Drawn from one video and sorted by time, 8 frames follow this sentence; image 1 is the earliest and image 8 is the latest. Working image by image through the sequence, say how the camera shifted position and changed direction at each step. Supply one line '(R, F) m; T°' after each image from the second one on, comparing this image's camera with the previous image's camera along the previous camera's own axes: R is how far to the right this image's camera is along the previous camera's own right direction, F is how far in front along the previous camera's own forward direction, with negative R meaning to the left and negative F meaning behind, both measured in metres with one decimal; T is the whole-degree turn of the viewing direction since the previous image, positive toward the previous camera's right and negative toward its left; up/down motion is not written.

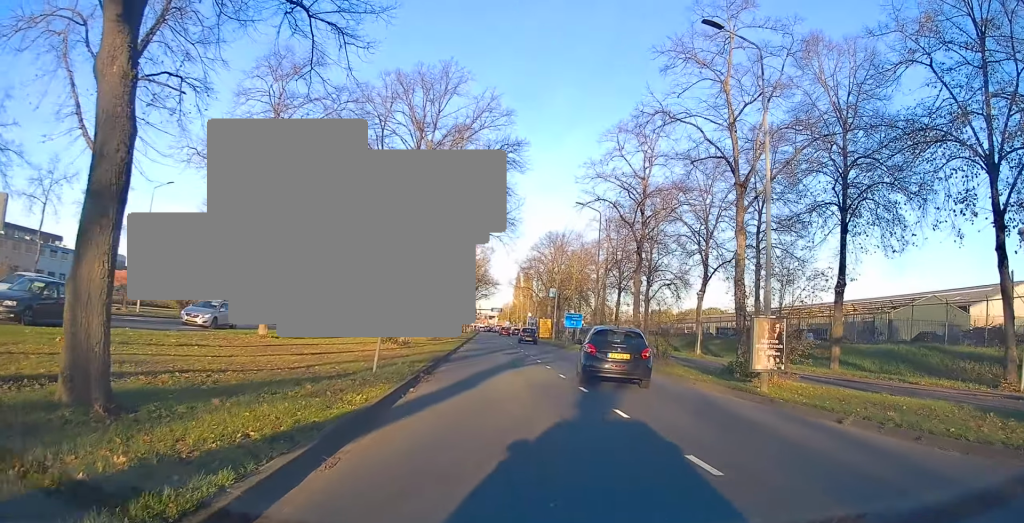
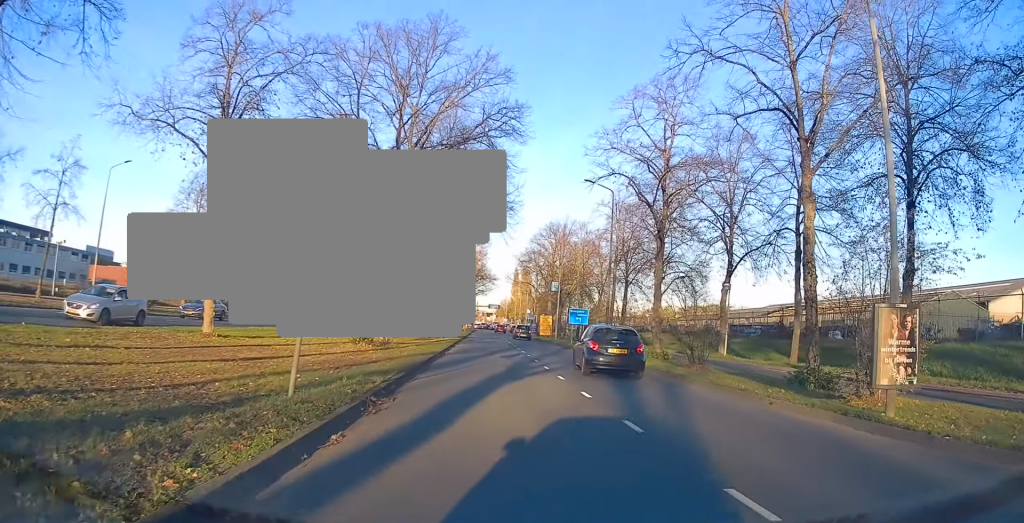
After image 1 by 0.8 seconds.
(+0.1, +4.4) m; +2°
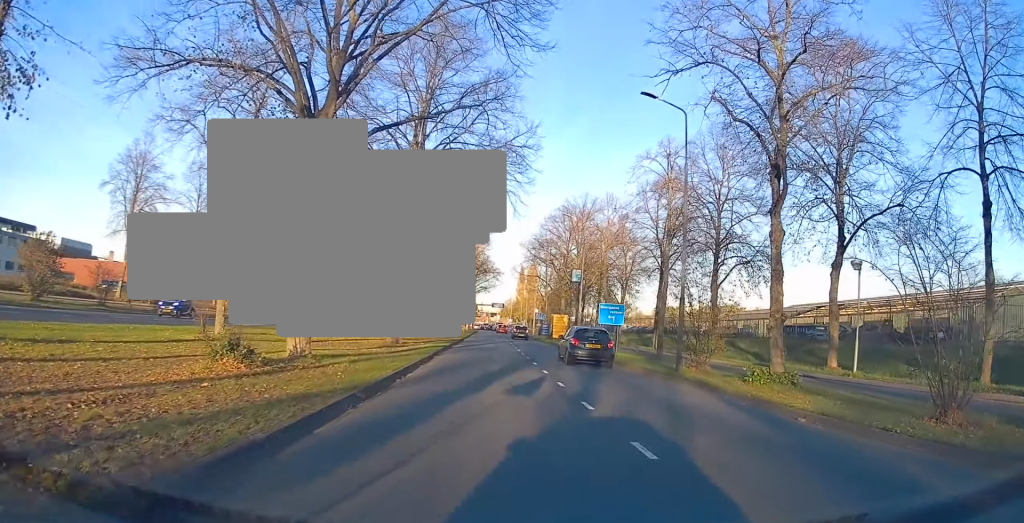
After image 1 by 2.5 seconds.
(0.0, +11.9) m; 0°
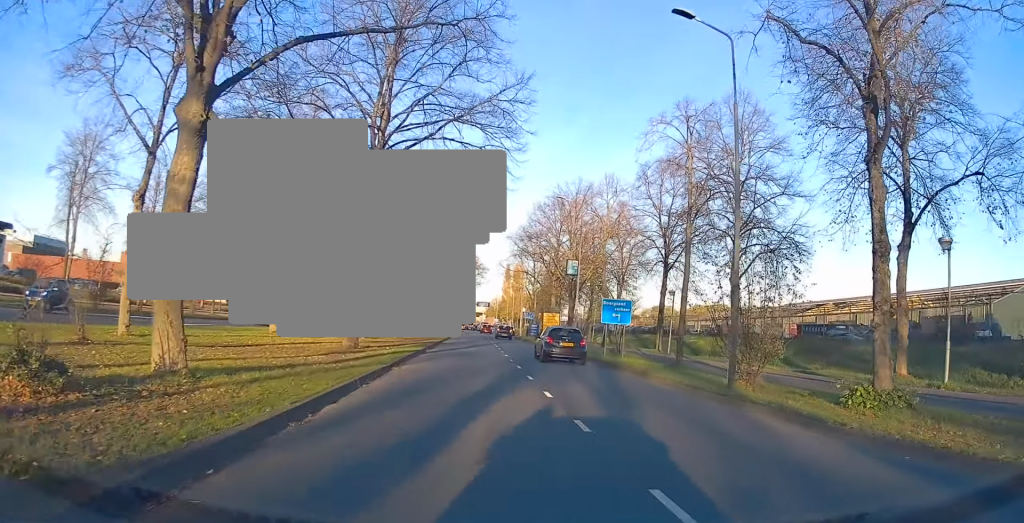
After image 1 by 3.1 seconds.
(0.0, +5.8) m; 0°
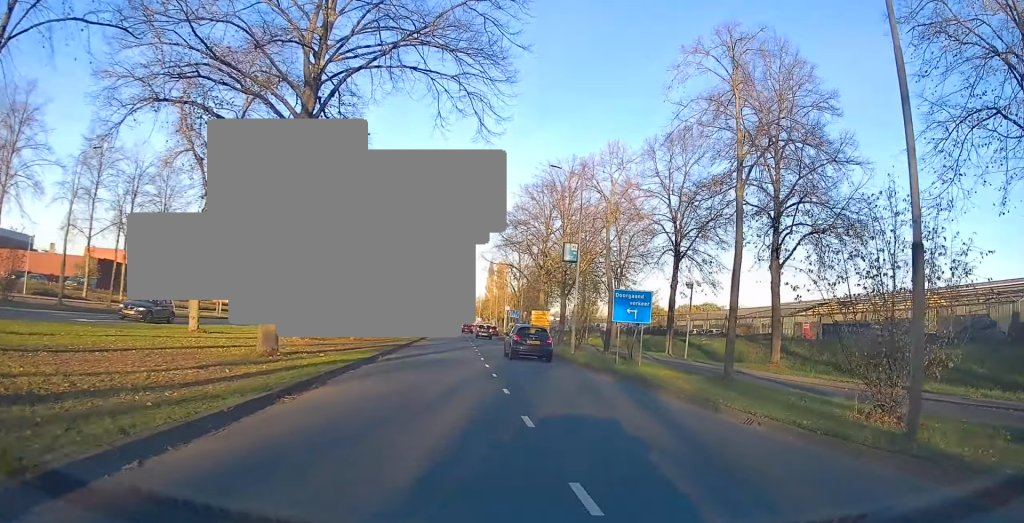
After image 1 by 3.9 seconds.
(0.0, +7.1) m; +1°
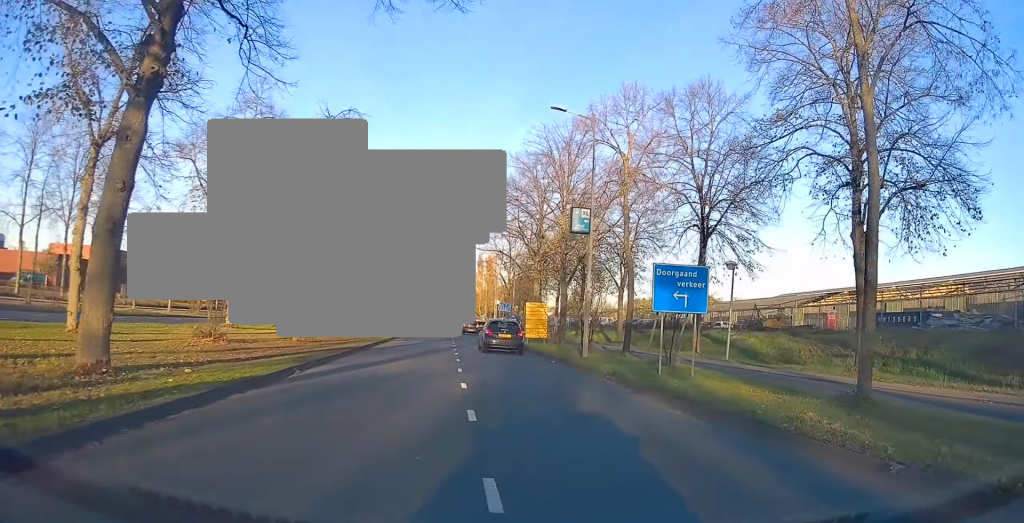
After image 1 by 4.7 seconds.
(0.0, +7.6) m; +1°
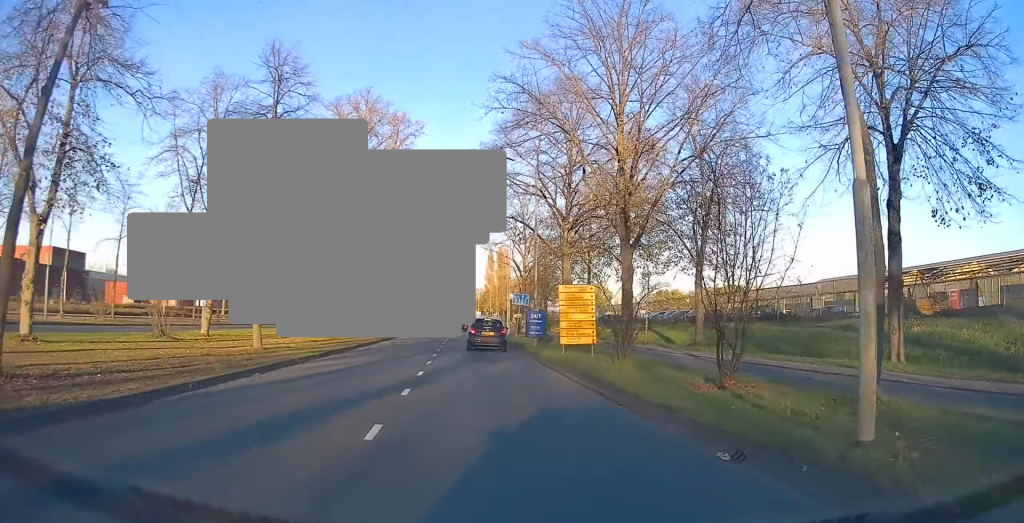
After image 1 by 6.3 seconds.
(+0.2, +17.1) m; -1°
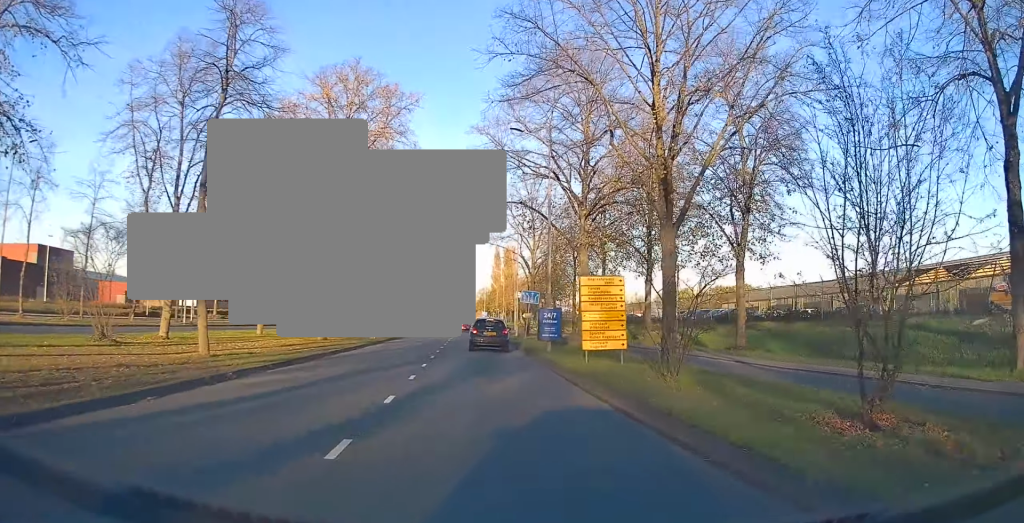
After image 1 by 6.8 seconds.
(-0.1, +4.9) m; -1°
